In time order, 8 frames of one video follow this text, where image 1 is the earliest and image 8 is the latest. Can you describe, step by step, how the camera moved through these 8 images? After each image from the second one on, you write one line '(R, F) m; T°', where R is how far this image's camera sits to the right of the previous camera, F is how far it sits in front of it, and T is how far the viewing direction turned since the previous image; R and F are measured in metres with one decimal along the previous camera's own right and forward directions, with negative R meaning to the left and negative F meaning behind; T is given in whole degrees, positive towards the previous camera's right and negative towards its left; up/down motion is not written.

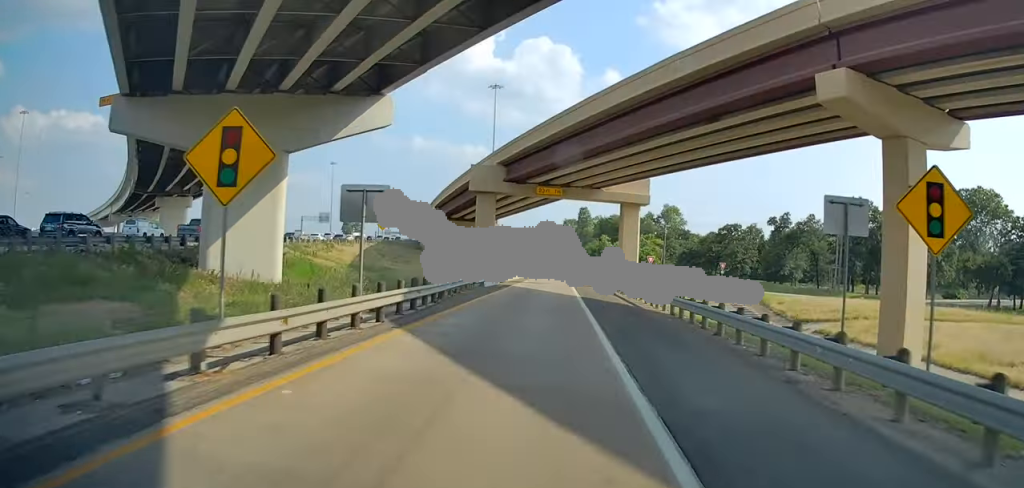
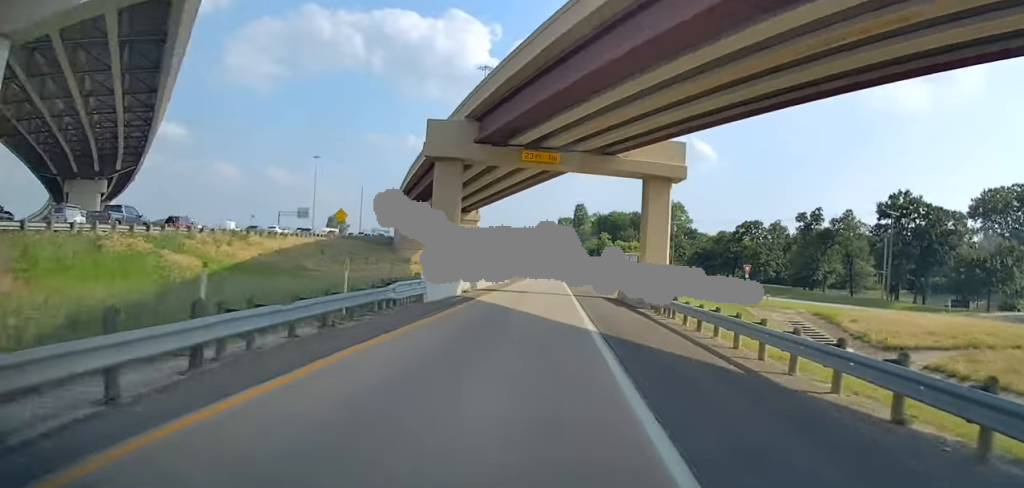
(+0.3, +16.9) m; +1°
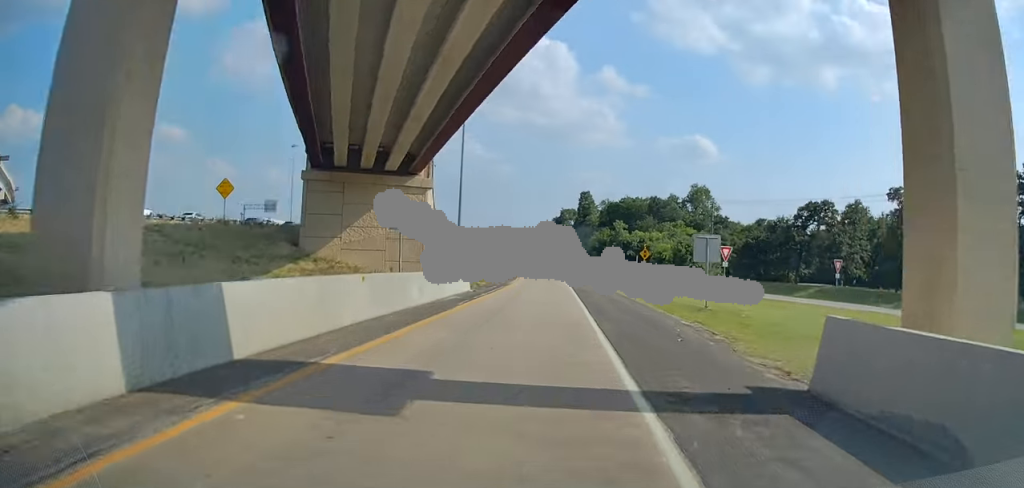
(0.0, +29.5) m; -2°
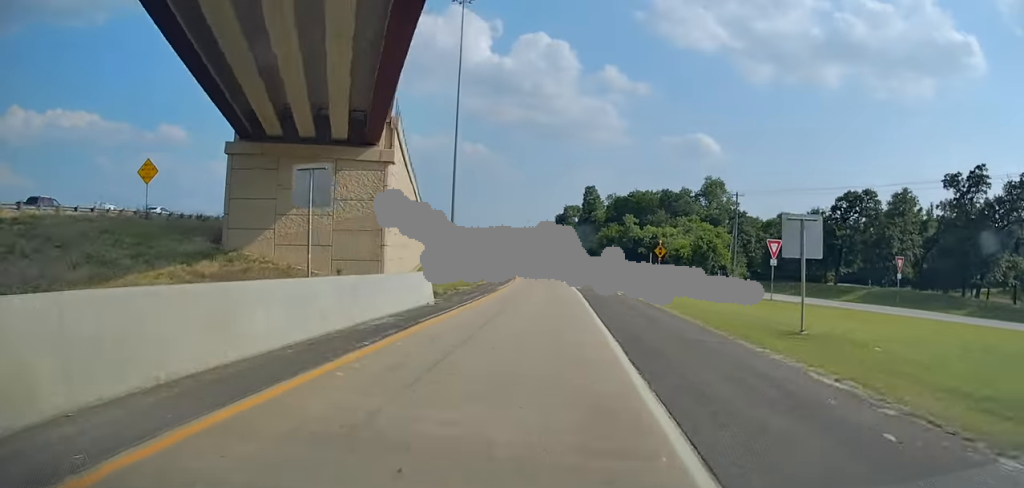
(-0.2, +11.3) m; -1°
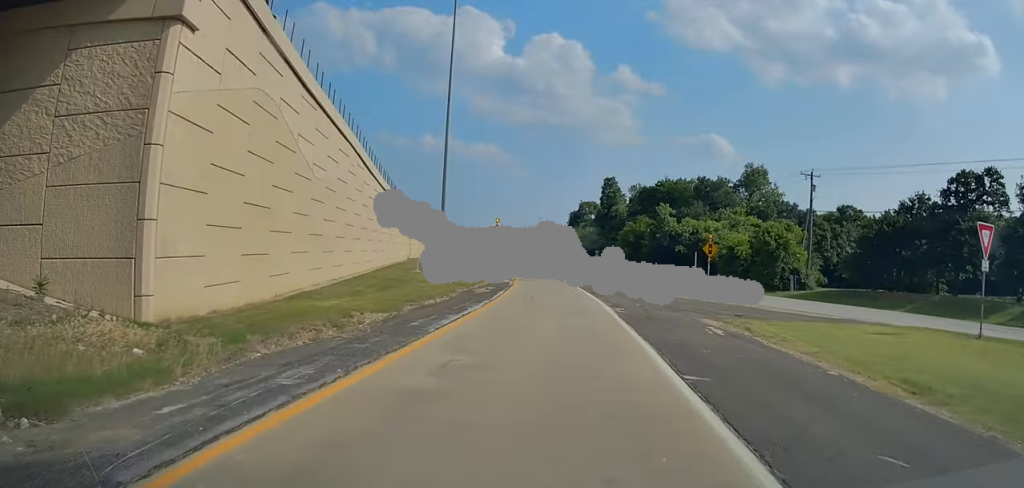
(-0.2, +21.3) m; 0°
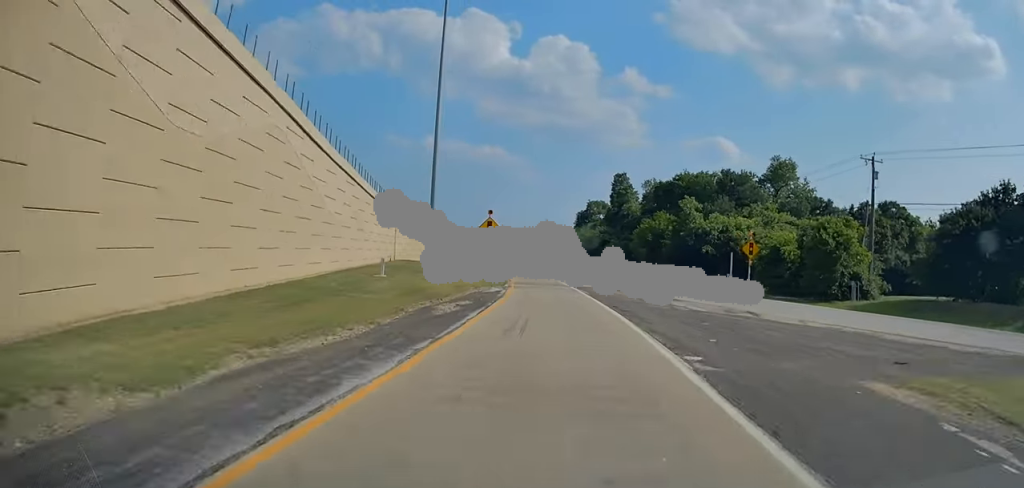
(+0.4, +12.0) m; 0°
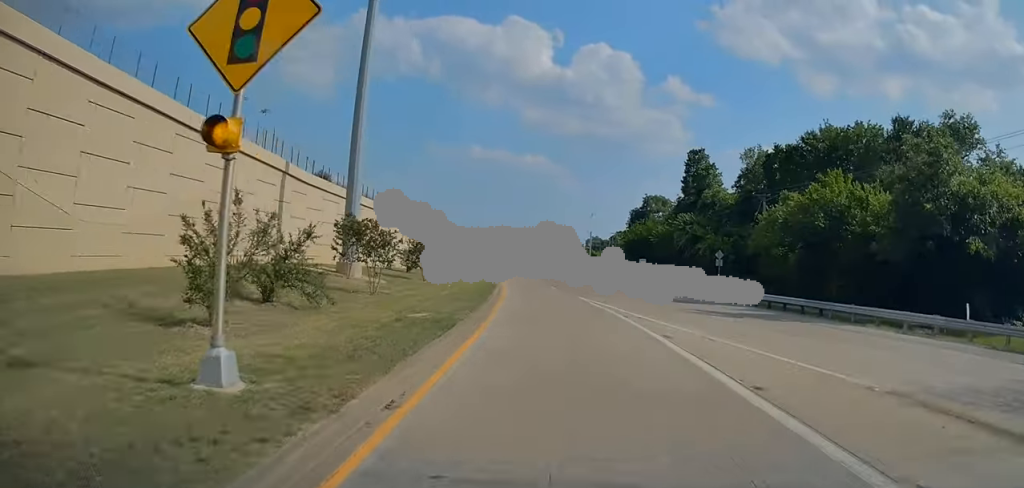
(-1.9, +42.9) m; -4°
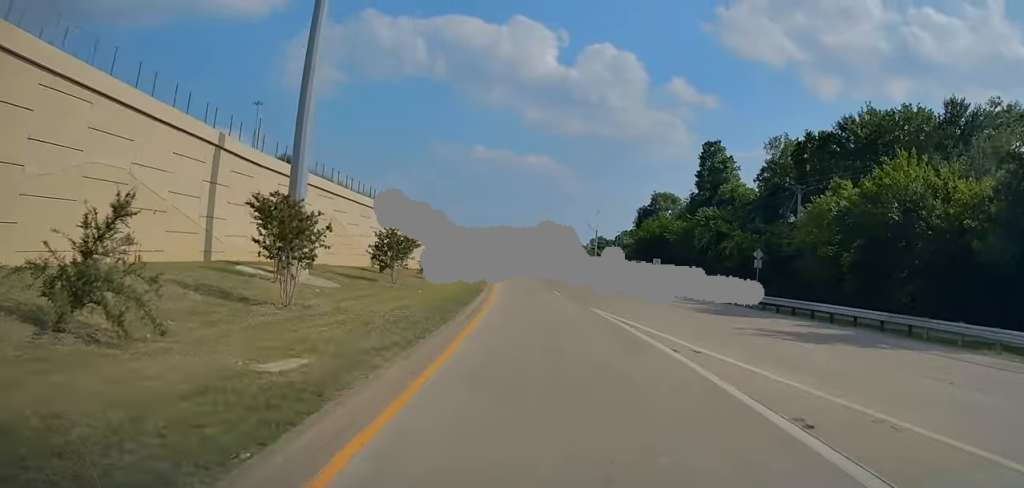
(-0.3, +8.4) m; 0°
